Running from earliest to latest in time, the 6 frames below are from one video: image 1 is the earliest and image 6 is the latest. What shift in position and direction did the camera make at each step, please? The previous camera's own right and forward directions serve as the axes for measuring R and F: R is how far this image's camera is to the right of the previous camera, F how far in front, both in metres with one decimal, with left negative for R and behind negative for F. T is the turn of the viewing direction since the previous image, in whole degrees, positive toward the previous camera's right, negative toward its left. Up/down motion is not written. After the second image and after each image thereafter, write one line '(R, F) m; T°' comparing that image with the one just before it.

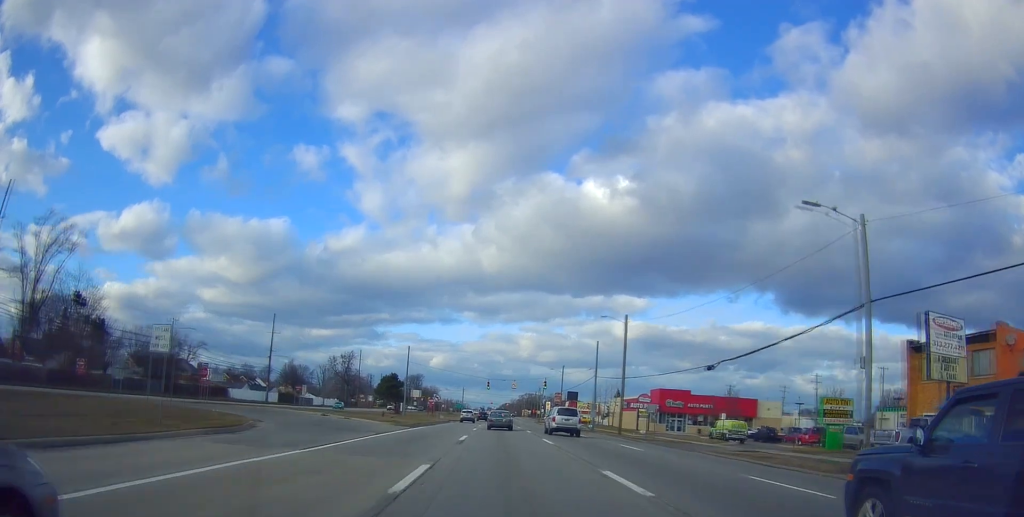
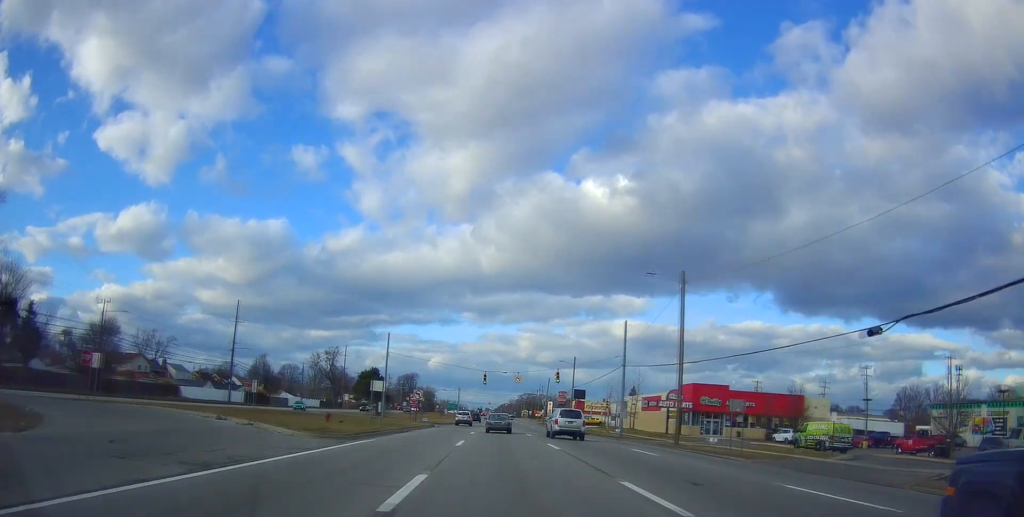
(+0.4, +17.3) m; 0°
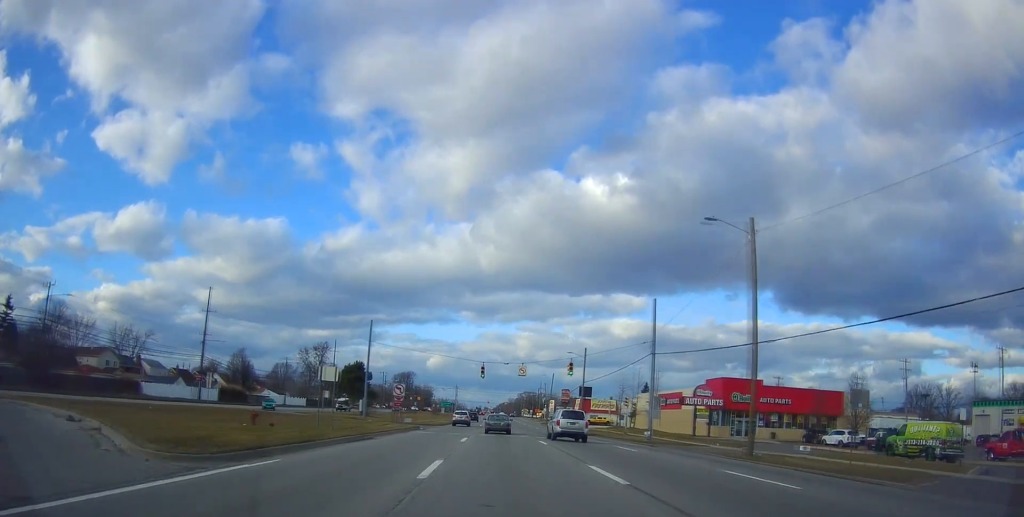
(-0.5, +11.1) m; 0°
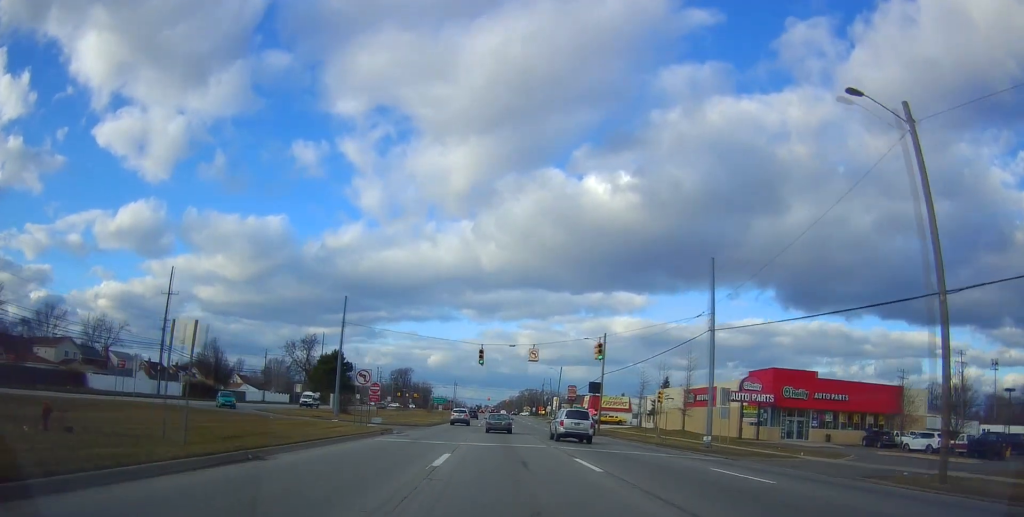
(+0.3, +12.7) m; +1°
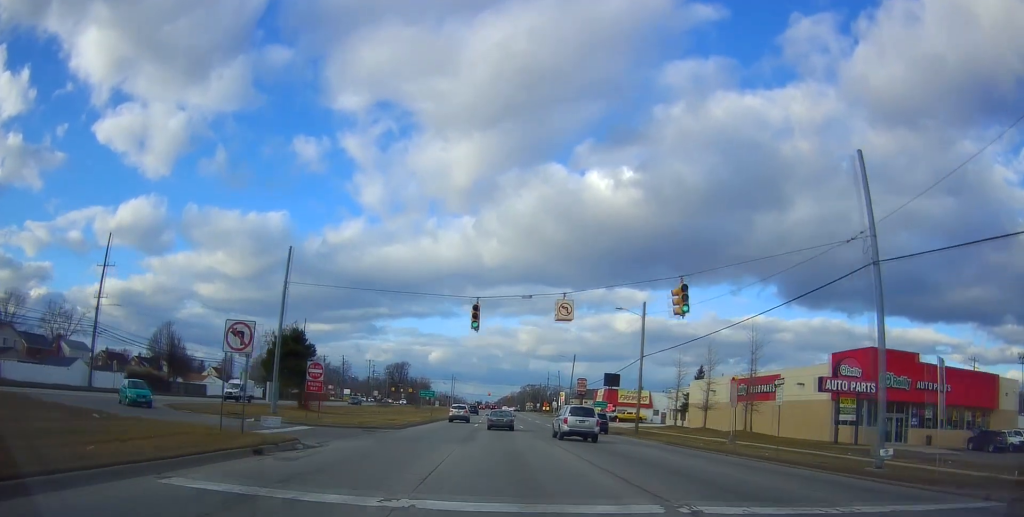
(+0.2, +16.5) m; +1°
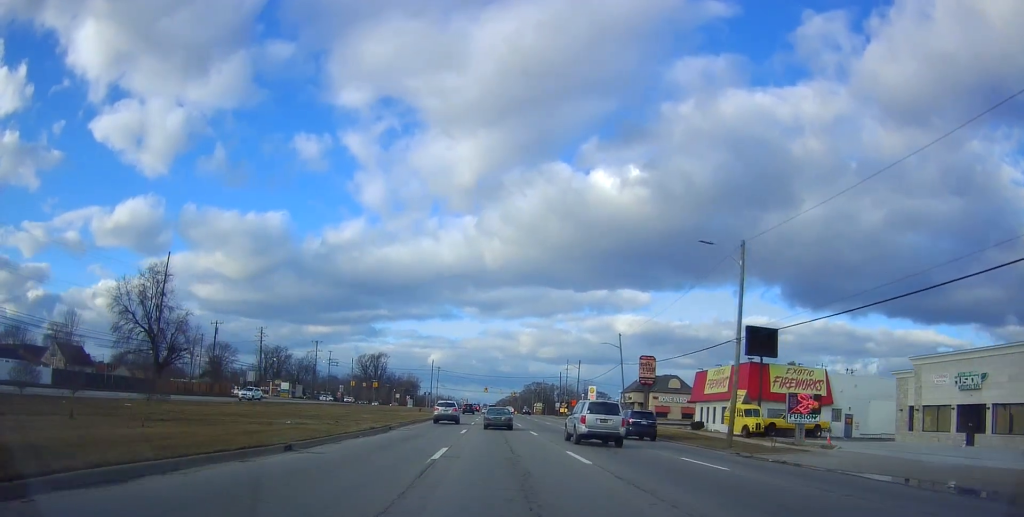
(-1.4, +65.3) m; 0°
